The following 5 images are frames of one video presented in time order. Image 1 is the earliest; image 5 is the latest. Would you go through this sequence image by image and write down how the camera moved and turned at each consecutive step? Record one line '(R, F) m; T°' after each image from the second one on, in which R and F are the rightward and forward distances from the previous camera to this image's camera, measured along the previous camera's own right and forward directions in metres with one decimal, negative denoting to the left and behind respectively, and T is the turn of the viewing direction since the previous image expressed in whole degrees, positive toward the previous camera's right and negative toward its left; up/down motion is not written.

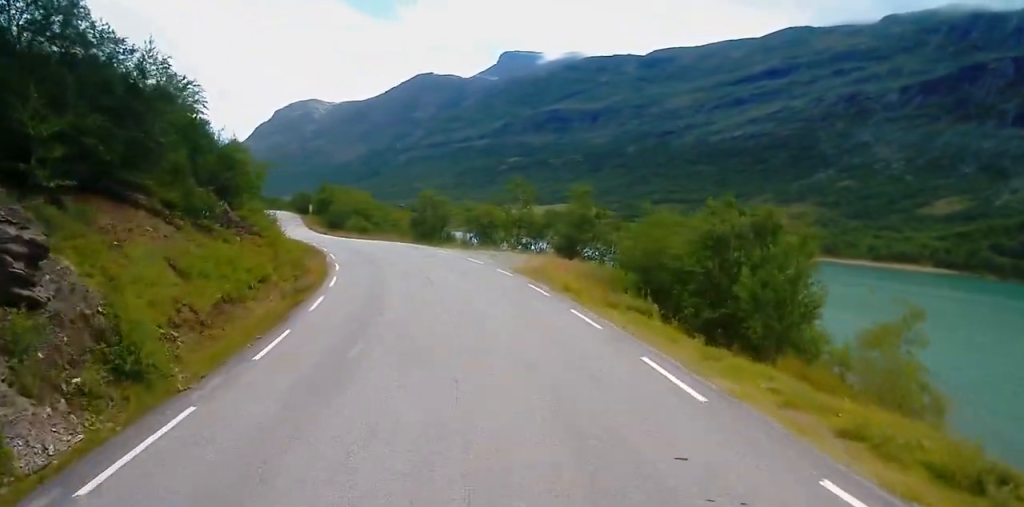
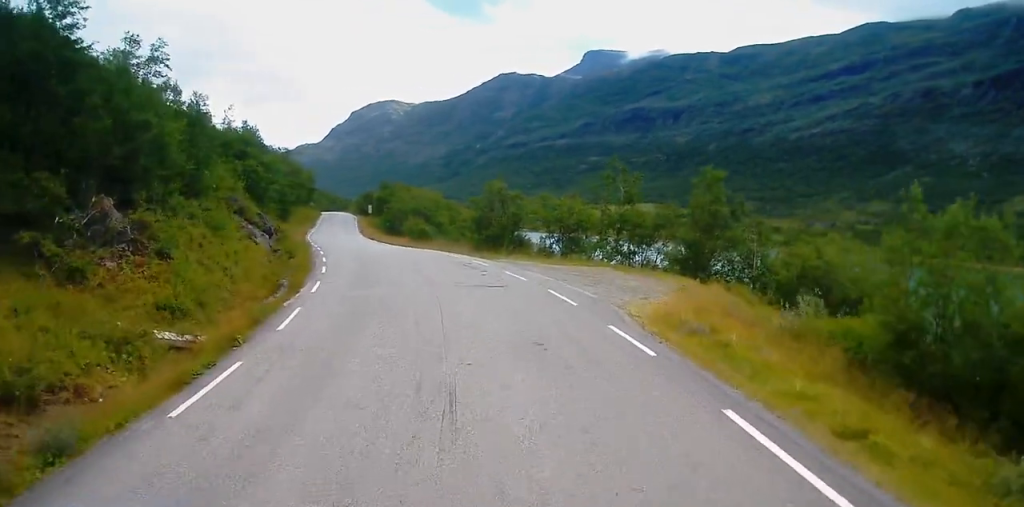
(-0.7, +16.0) m; -6°
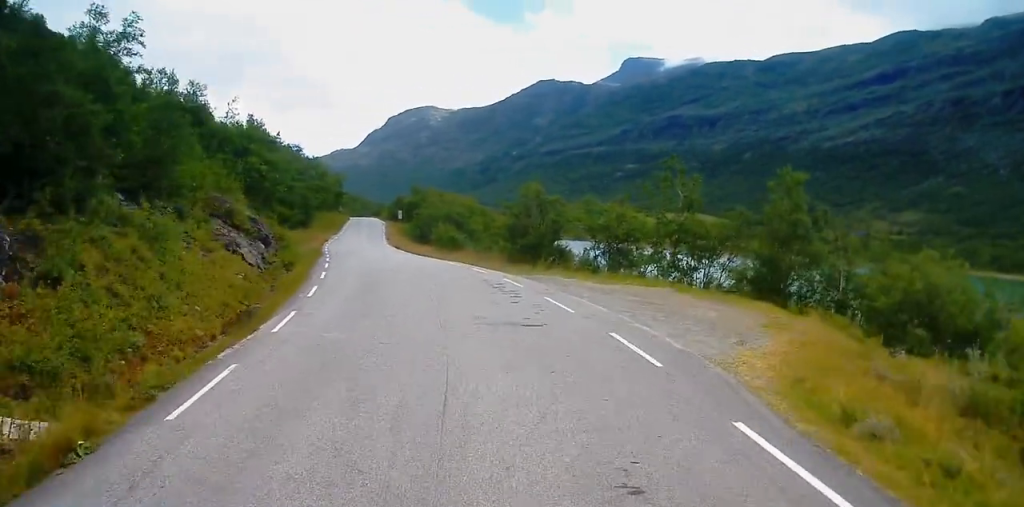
(-0.1, +6.3) m; -3°
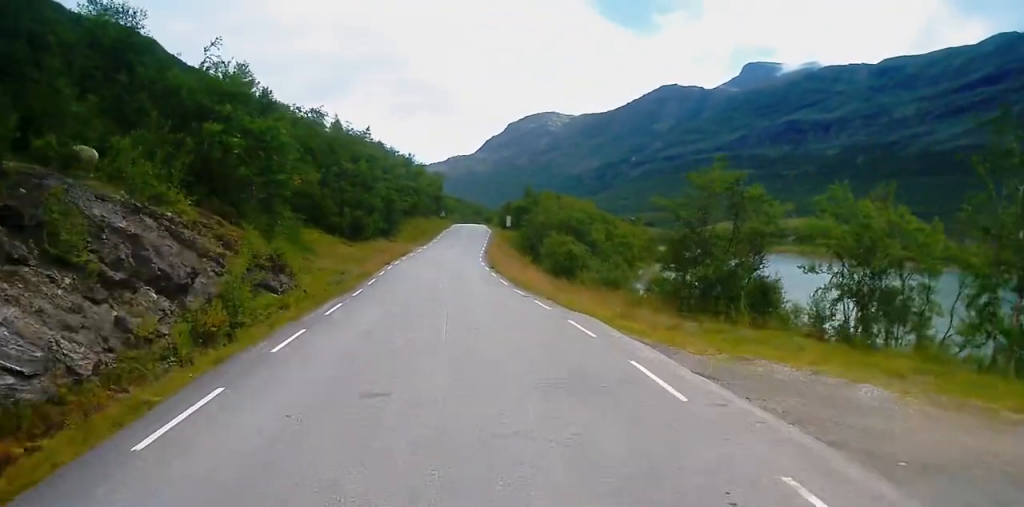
(-1.5, +19.4) m; -8°
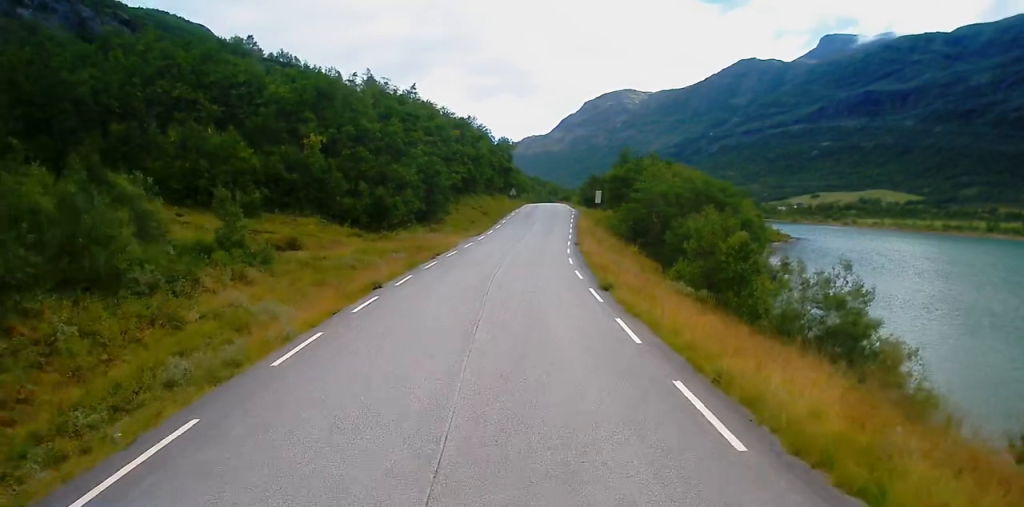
(-1.5, +26.6) m; -4°
